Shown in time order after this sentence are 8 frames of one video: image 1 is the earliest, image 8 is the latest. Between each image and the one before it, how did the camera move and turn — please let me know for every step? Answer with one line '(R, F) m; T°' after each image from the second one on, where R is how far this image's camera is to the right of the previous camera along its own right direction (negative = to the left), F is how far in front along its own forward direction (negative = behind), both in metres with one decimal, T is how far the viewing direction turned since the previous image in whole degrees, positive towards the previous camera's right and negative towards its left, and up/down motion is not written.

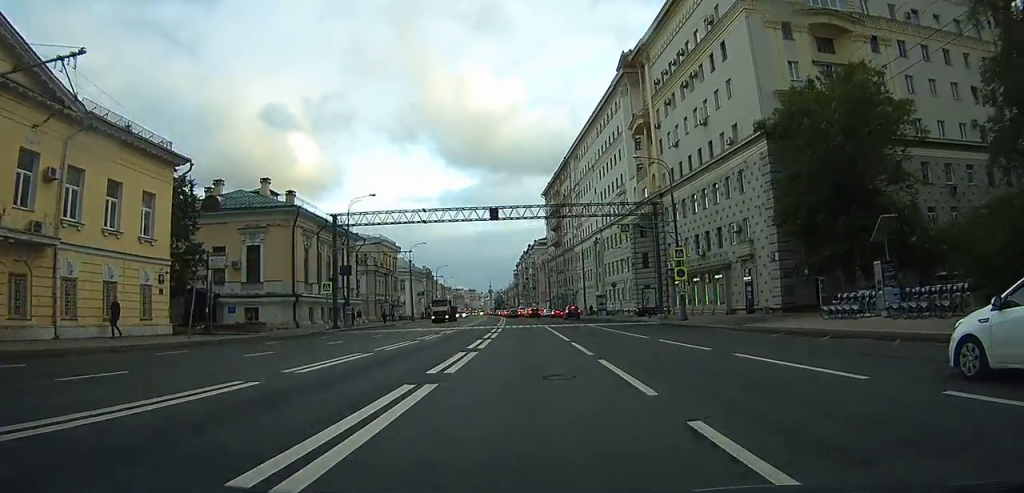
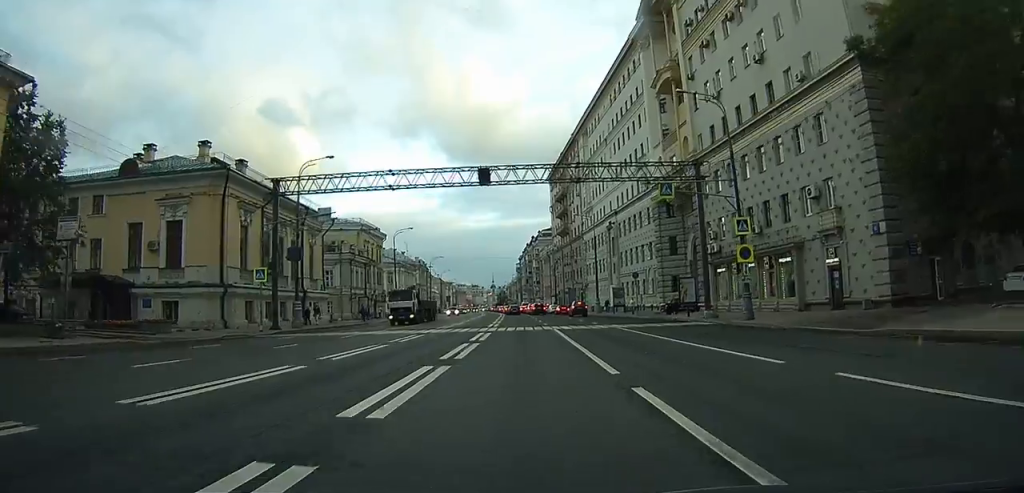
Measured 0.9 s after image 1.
(0.0, +12.9) m; 0°
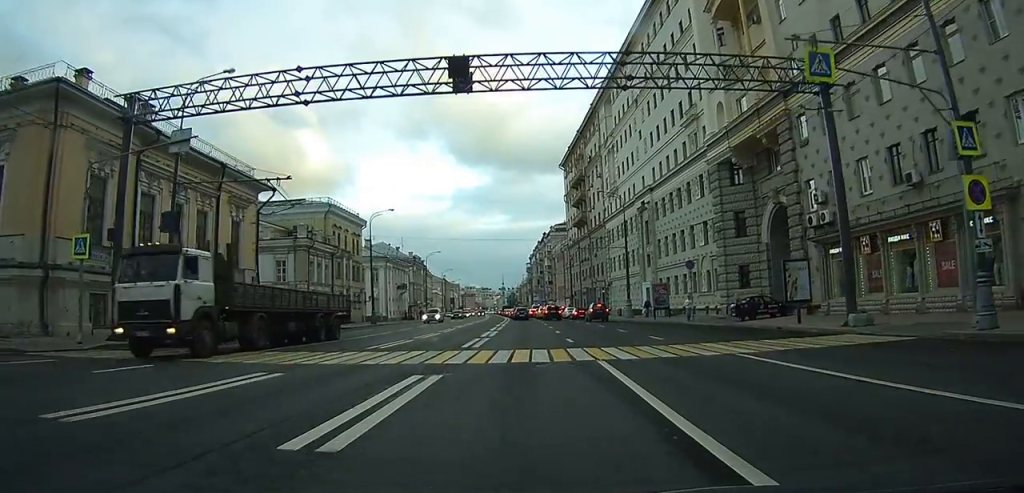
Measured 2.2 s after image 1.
(-0.1, +17.3) m; -1°
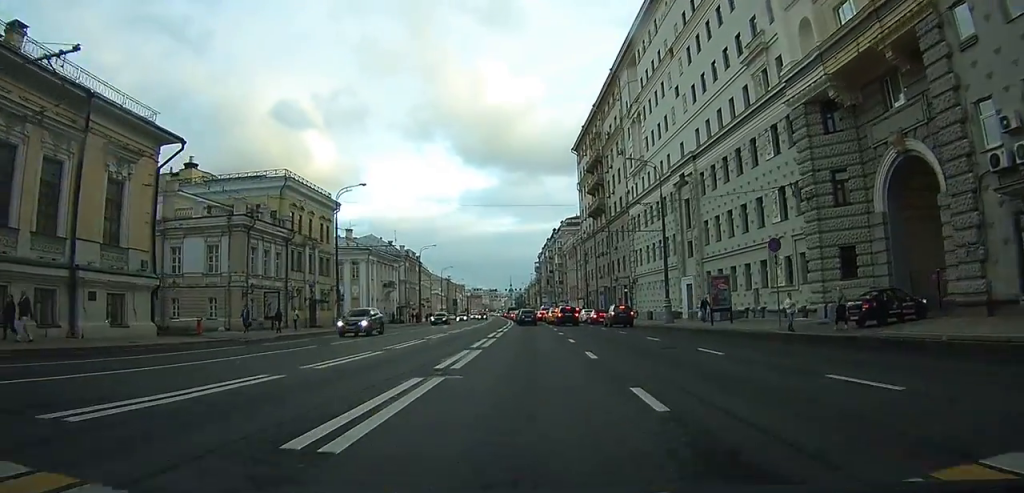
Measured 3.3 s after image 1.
(-0.3, +14.4) m; -1°
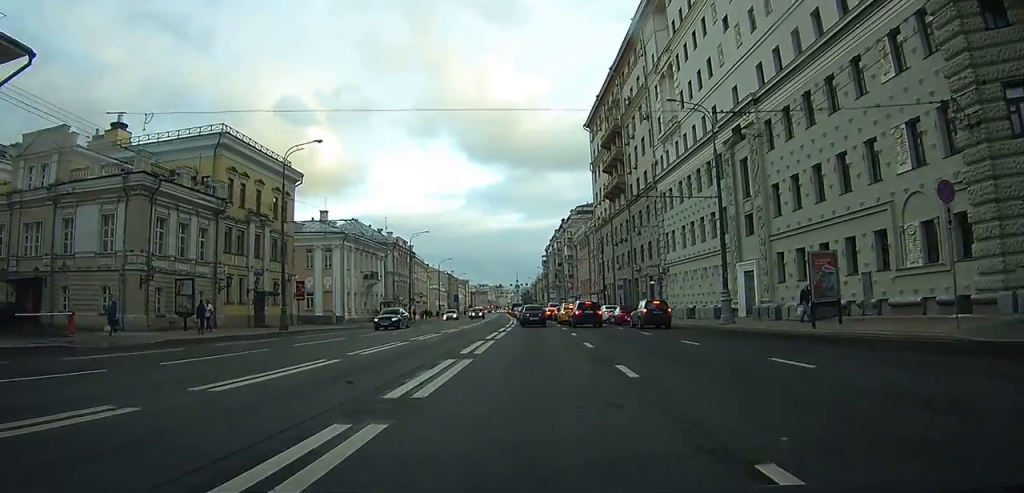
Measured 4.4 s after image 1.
(0.0, +12.8) m; 0°
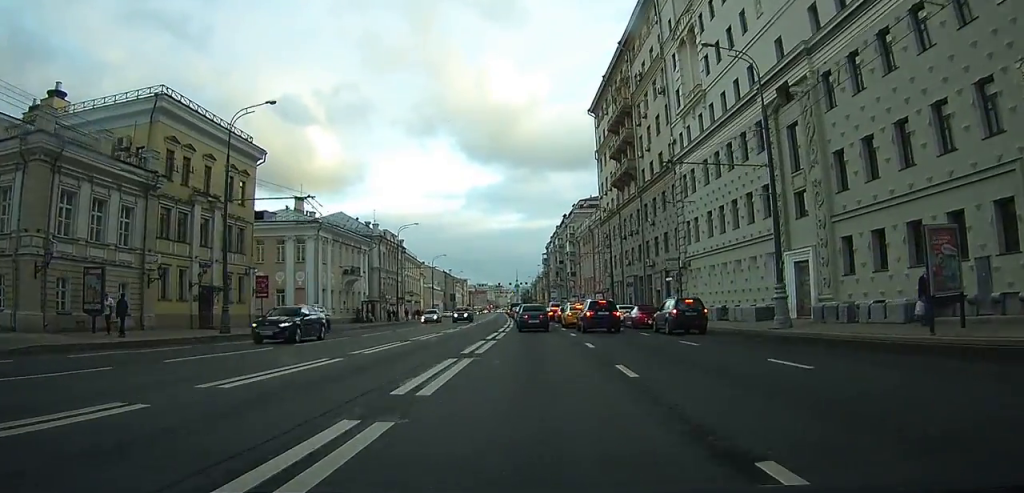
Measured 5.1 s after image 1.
(0.0, +7.9) m; 0°
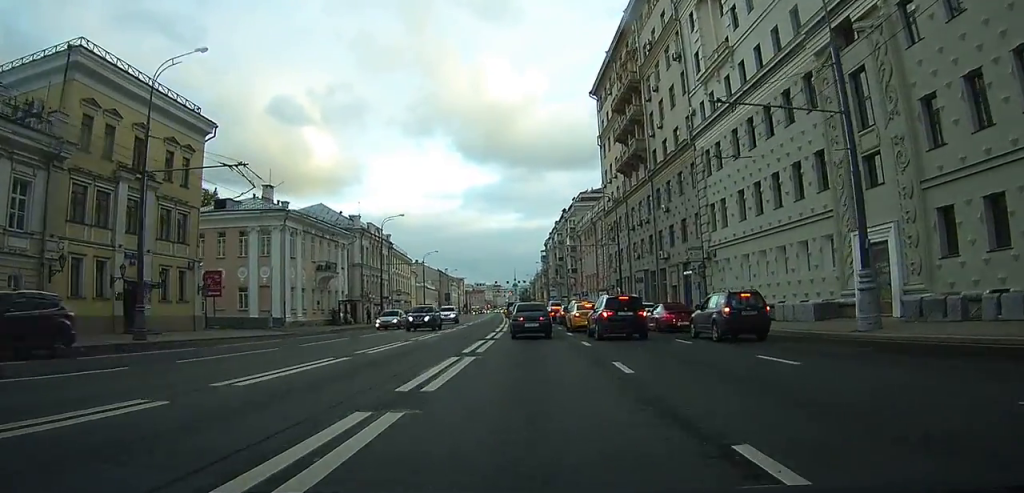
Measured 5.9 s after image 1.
(0.0, +7.8) m; 0°
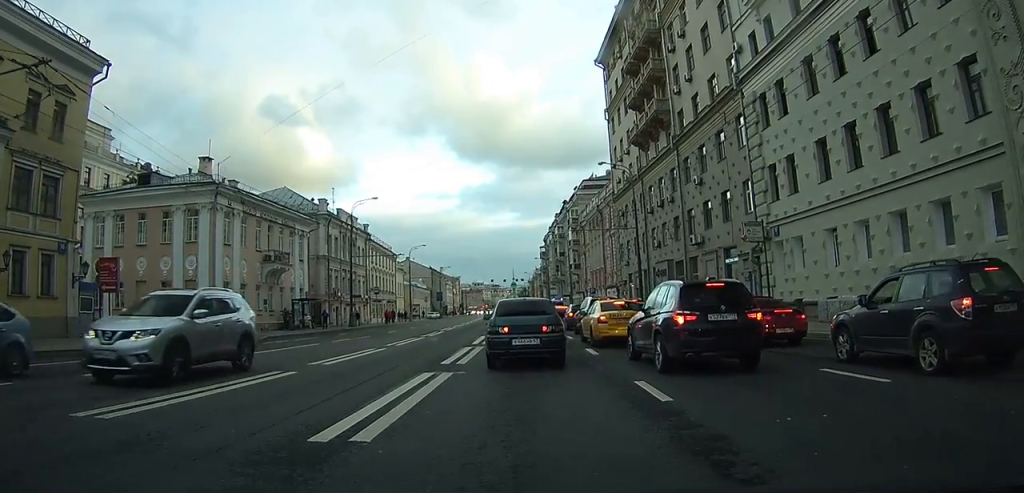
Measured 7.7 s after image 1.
(0.0, +14.2) m; 0°
